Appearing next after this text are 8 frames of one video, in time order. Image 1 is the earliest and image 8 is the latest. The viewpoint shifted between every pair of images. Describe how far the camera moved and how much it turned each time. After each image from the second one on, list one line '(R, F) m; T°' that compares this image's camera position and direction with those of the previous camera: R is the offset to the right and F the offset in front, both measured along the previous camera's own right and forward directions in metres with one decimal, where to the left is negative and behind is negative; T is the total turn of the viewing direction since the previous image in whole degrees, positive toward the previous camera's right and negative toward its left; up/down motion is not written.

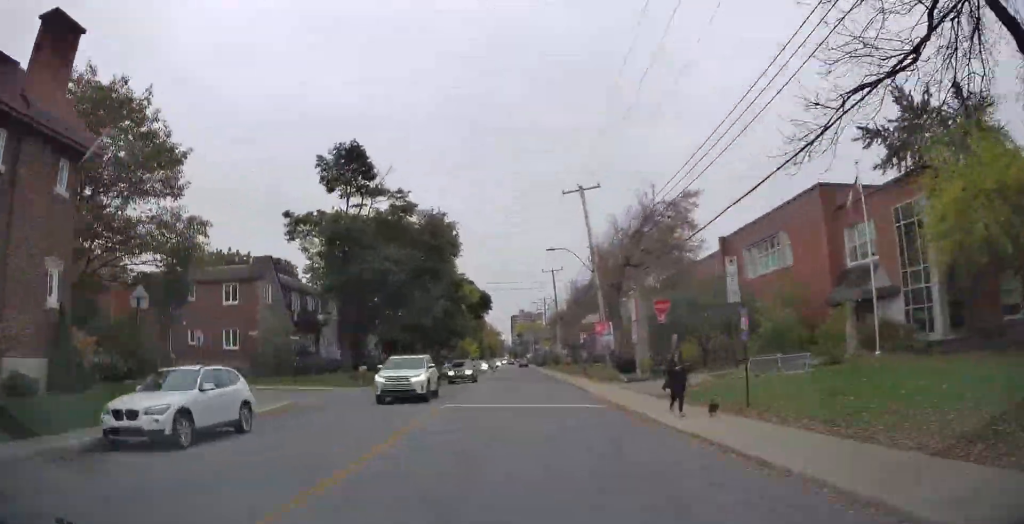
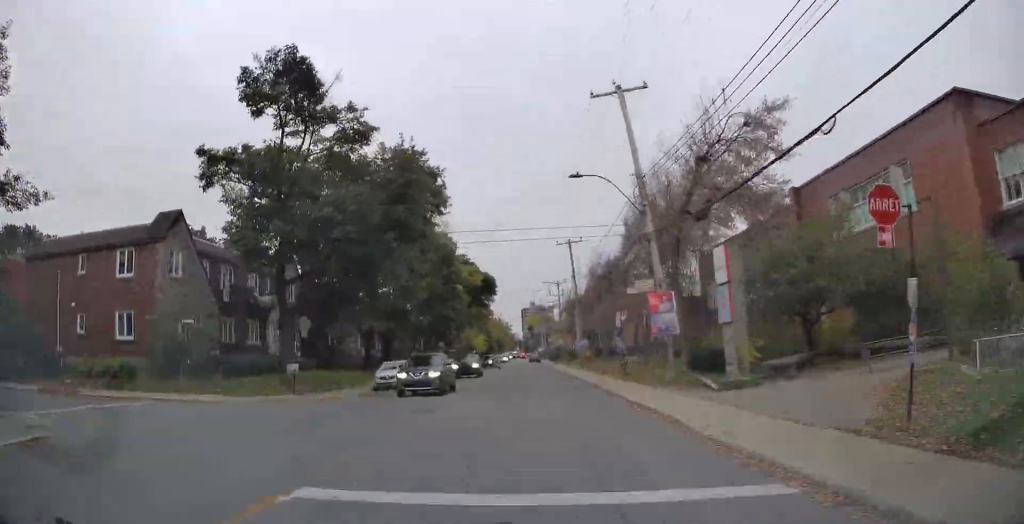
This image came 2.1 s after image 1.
(+0.1, +12.0) m; +1°
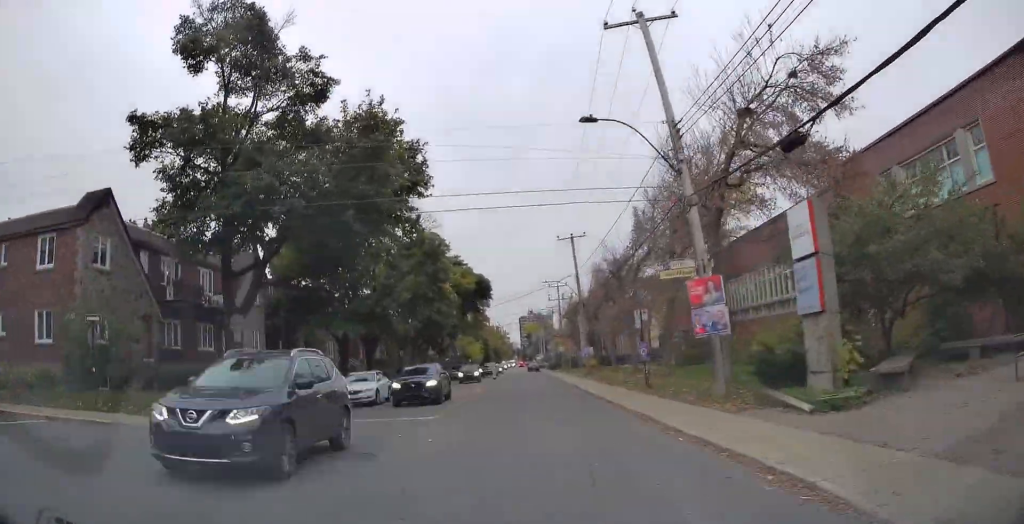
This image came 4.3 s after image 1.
(+0.1, +11.8) m; +1°
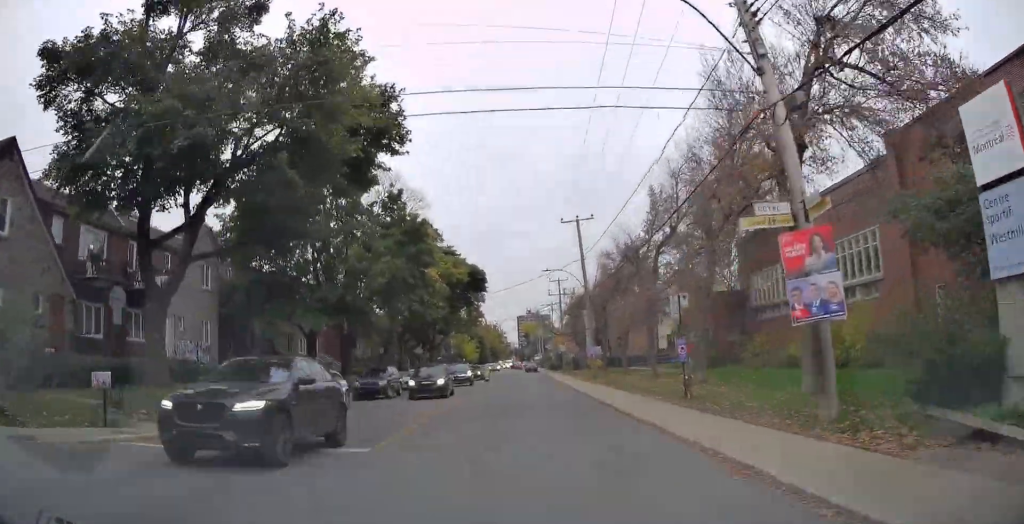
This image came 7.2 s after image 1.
(+0.3, +18.1) m; 0°
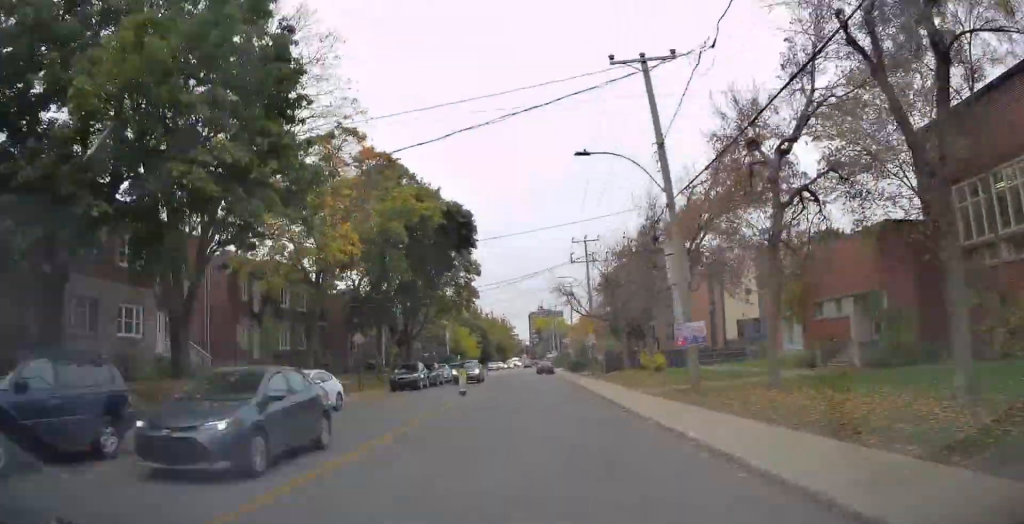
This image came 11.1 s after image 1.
(0.0, +27.9) m; -1°
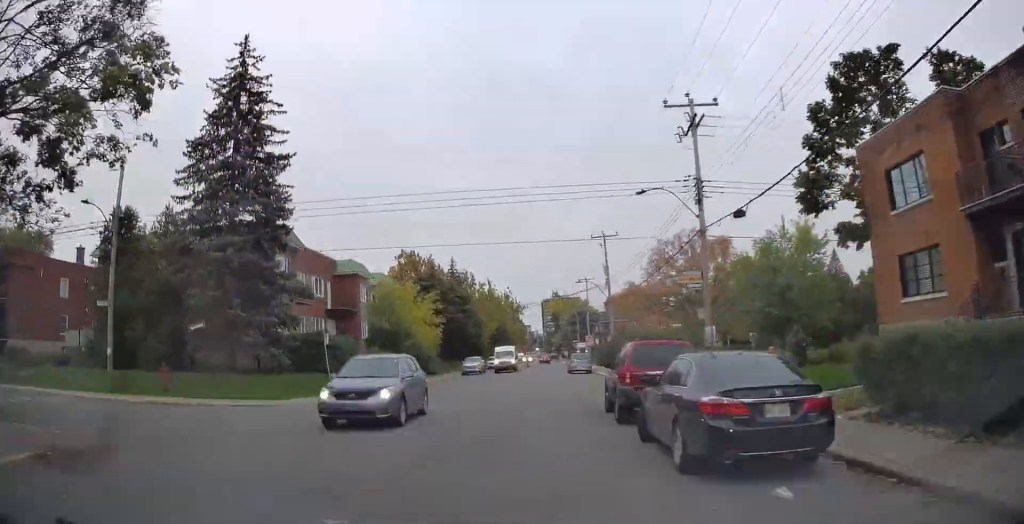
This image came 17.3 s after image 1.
(-0.8, +54.0) m; -1°
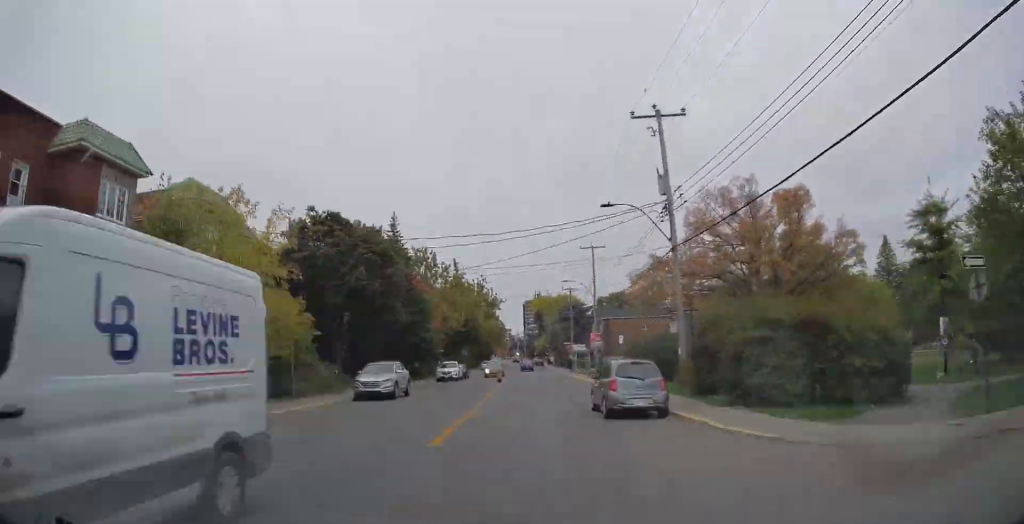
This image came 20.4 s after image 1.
(-0.3, +27.4) m; +1°
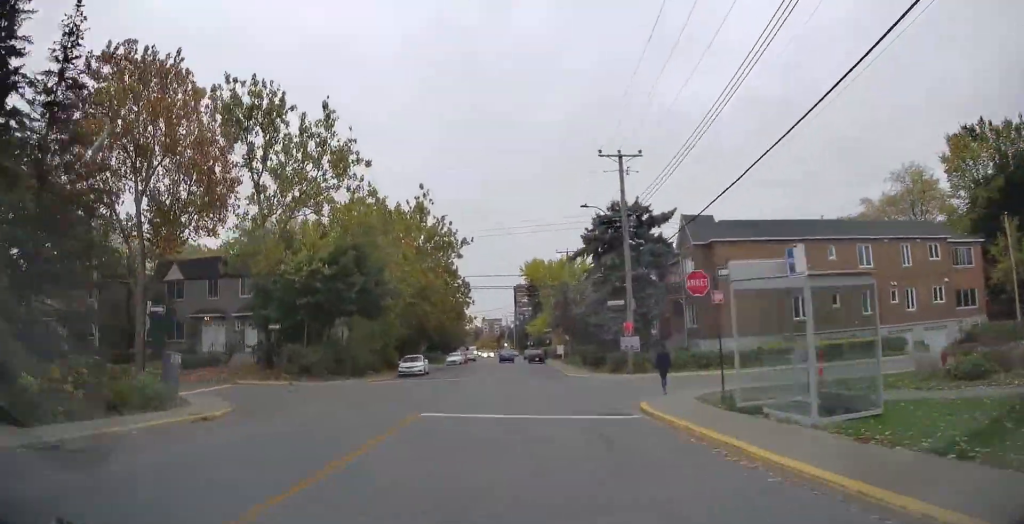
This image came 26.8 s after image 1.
(+0.9, +47.2) m; +4°
